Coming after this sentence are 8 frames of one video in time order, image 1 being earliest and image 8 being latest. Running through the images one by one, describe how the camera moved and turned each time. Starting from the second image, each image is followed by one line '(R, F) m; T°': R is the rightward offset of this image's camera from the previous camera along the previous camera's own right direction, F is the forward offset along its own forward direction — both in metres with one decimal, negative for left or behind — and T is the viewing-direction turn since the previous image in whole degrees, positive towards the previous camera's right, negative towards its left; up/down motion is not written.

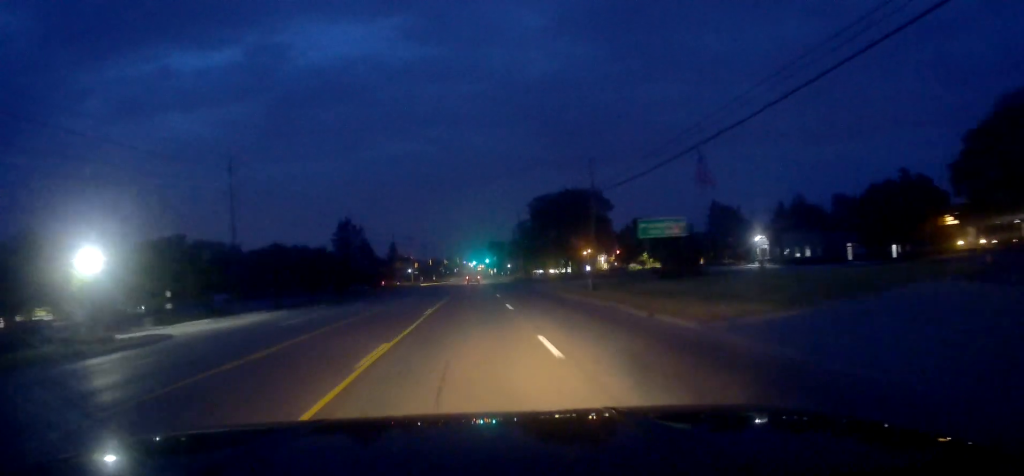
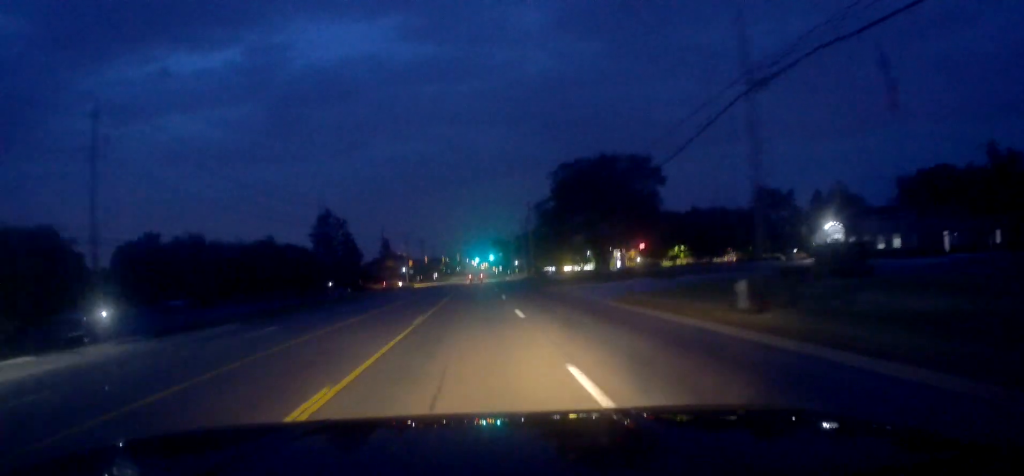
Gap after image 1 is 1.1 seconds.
(+0.7, +20.4) m; 0°
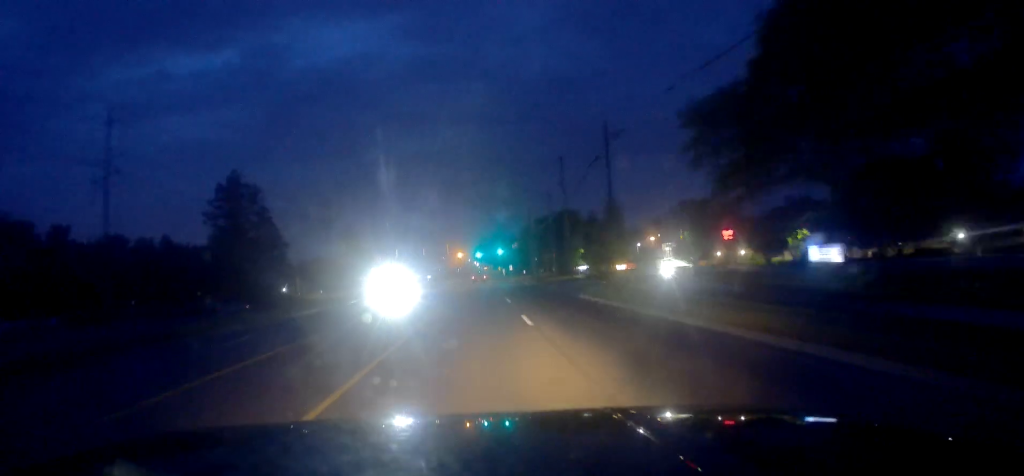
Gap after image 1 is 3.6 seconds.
(+0.1, +48.4) m; 0°
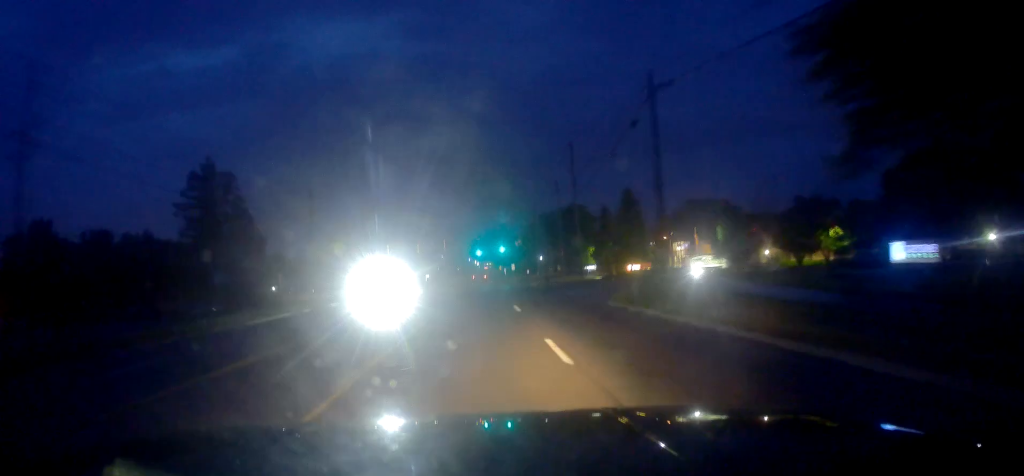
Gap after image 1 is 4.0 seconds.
(0.0, +7.8) m; -1°
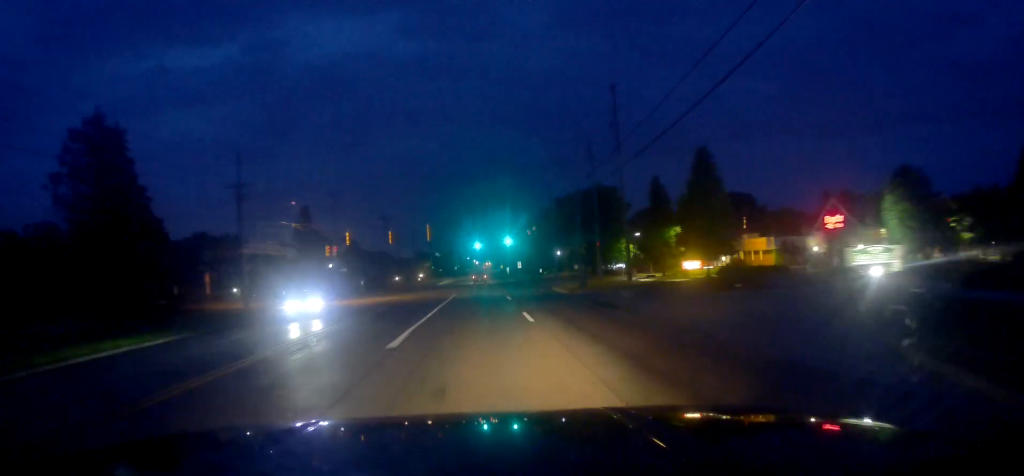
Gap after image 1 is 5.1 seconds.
(-0.1, +23.2) m; +1°
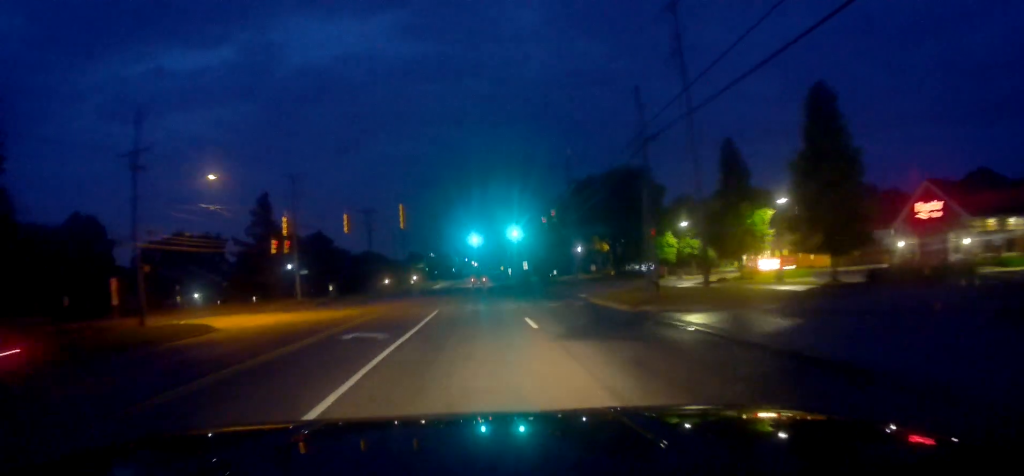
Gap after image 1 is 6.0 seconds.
(+0.6, +16.5) m; 0°
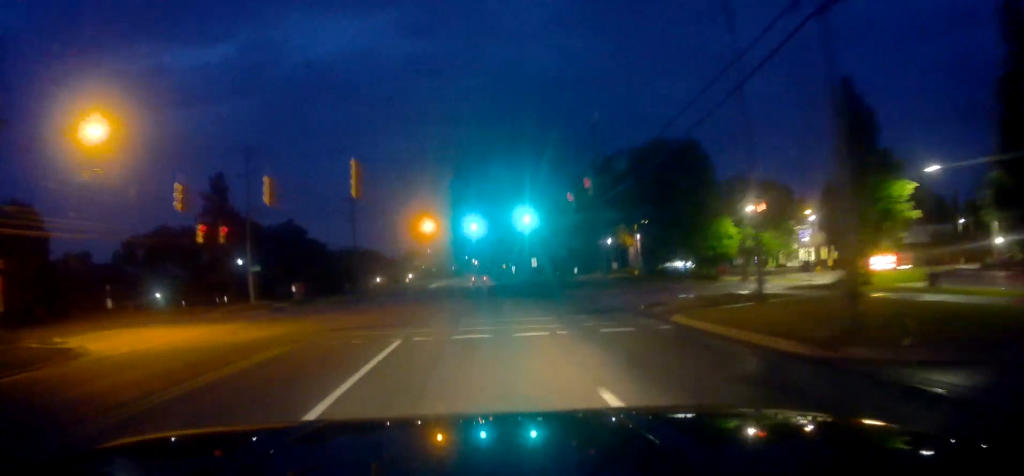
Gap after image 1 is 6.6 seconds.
(-0.5, +13.3) m; 0°
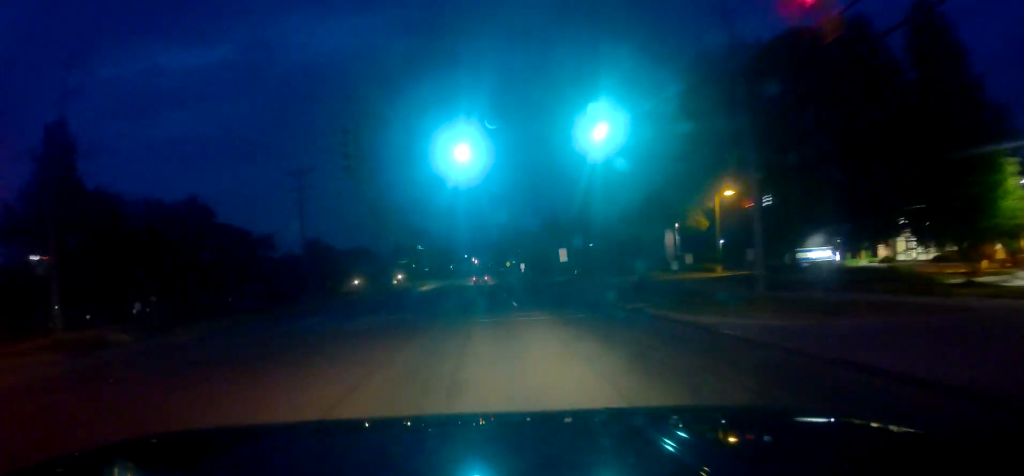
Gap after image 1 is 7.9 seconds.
(+0.3, +25.3) m; +1°
